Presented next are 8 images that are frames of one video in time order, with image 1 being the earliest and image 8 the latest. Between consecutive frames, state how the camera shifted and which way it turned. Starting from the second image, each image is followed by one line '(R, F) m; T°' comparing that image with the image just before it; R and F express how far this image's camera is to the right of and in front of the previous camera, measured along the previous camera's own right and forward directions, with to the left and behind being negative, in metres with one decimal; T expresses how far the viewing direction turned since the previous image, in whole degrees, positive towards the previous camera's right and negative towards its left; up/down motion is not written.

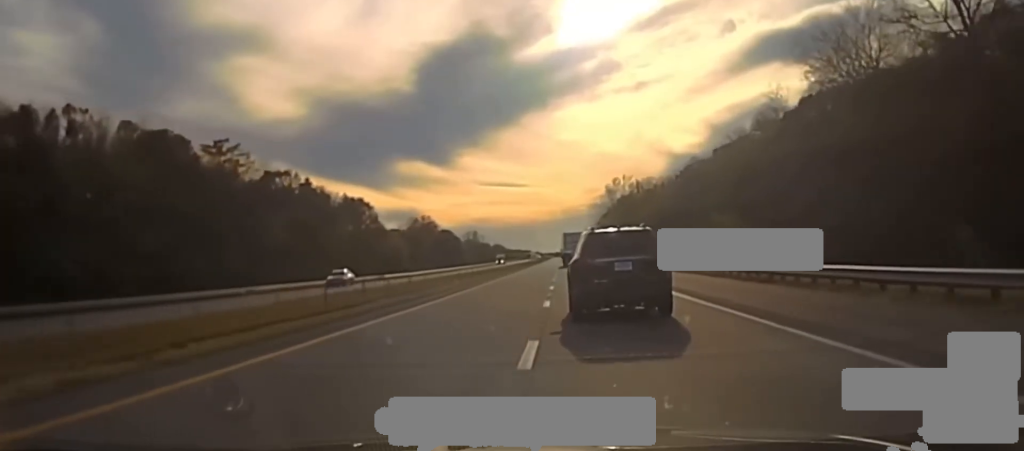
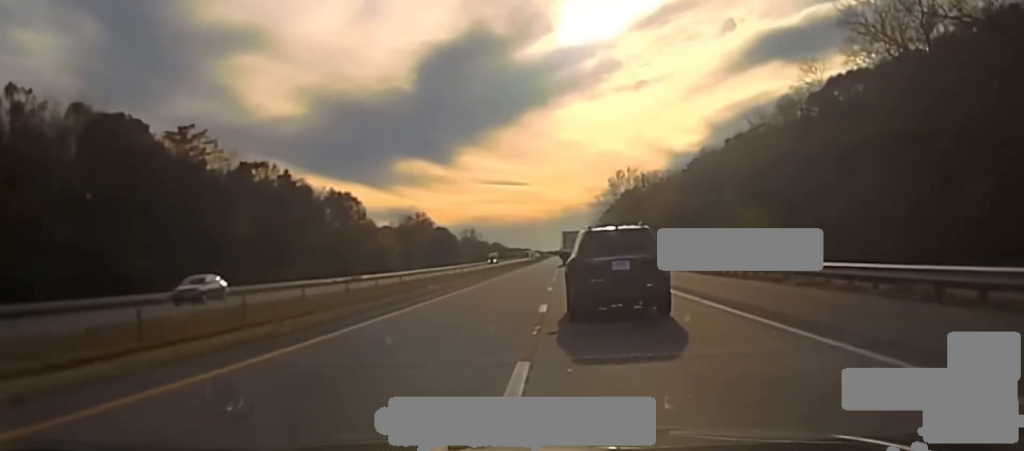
(+0.2, +15.7) m; +1°
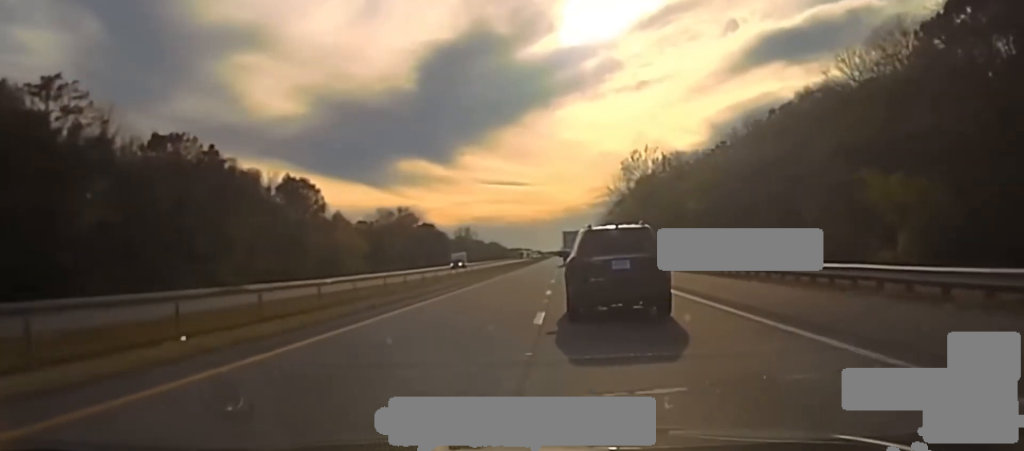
(+0.9, +45.5) m; +1°
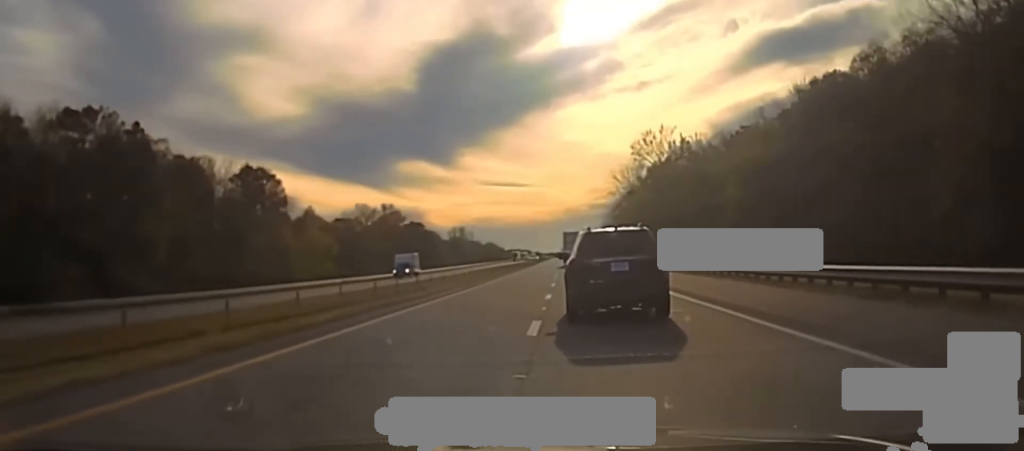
(+0.3, +30.7) m; -1°
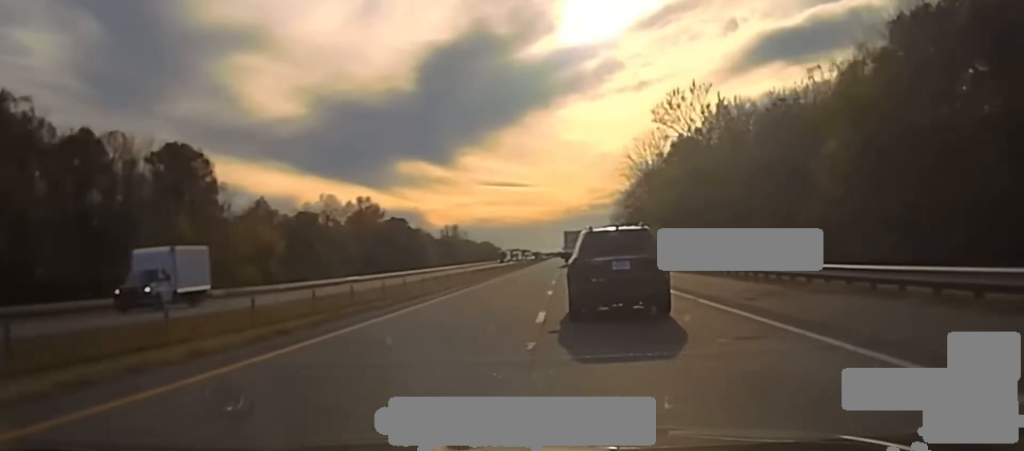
(-1.3, +33.7) m; -2°
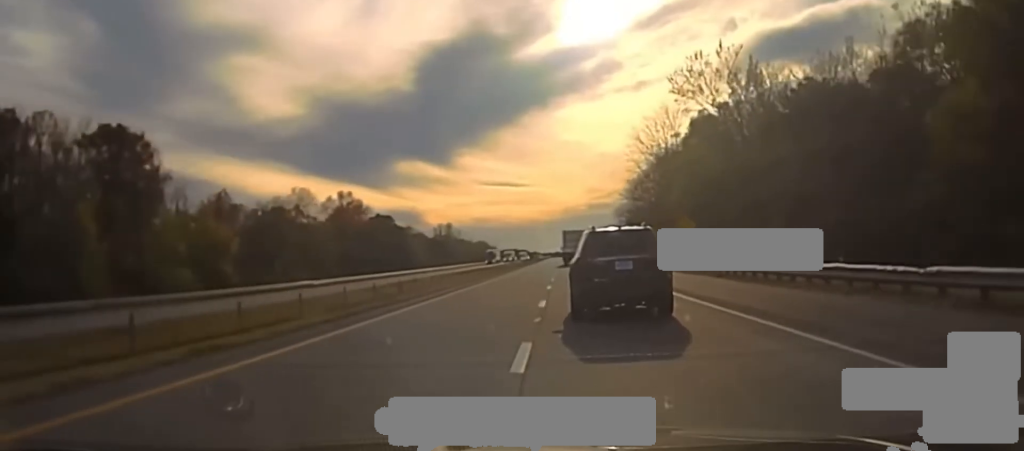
(-0.5, +19.3) m; +1°
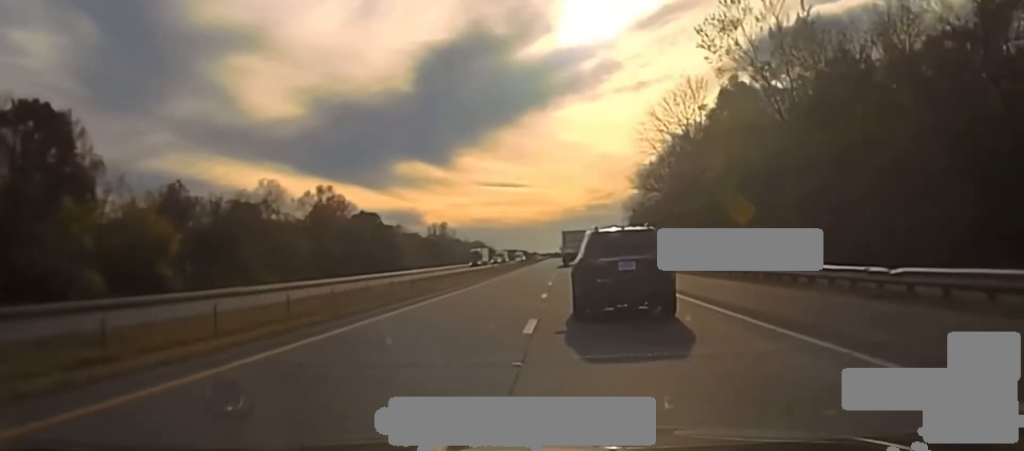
(+0.4, +15.6) m; +1°
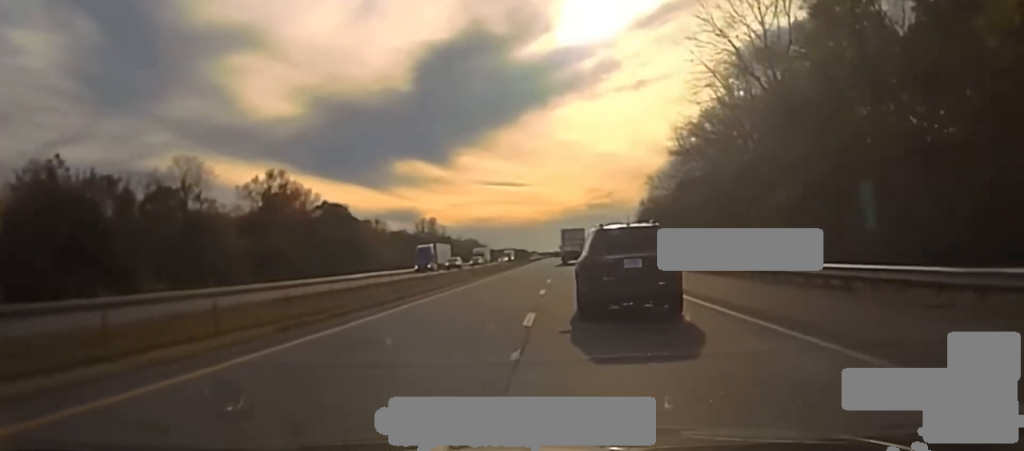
(+0.3, +31.8) m; 0°
